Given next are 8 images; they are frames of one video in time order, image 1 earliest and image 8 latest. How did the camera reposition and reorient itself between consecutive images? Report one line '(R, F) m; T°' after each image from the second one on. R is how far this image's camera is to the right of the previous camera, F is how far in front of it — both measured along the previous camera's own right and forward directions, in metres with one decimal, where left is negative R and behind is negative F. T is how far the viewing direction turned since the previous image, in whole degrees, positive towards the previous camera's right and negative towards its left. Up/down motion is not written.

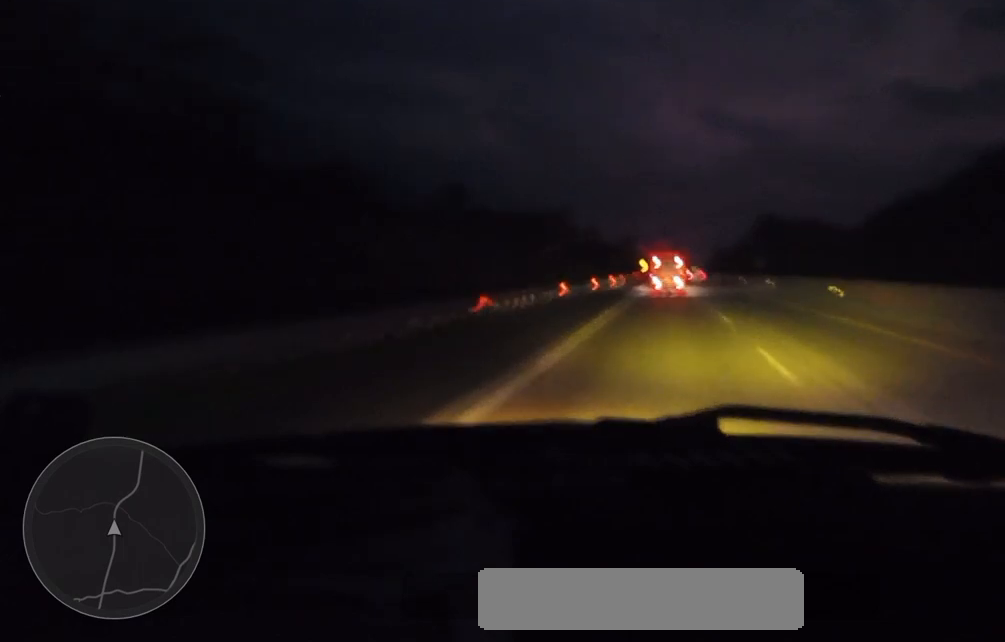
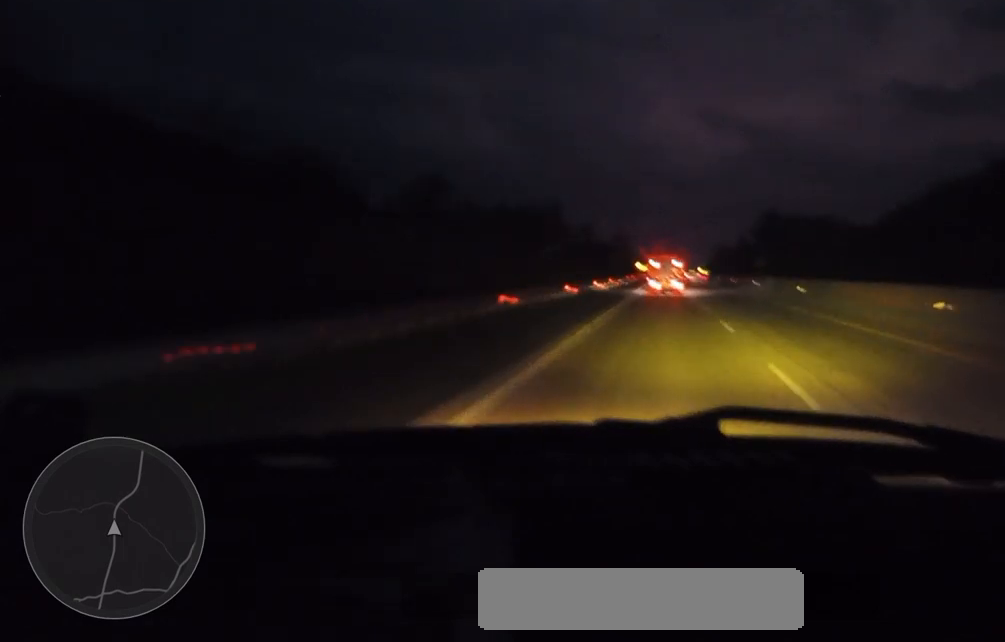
(0.0, +15.8) m; 0°
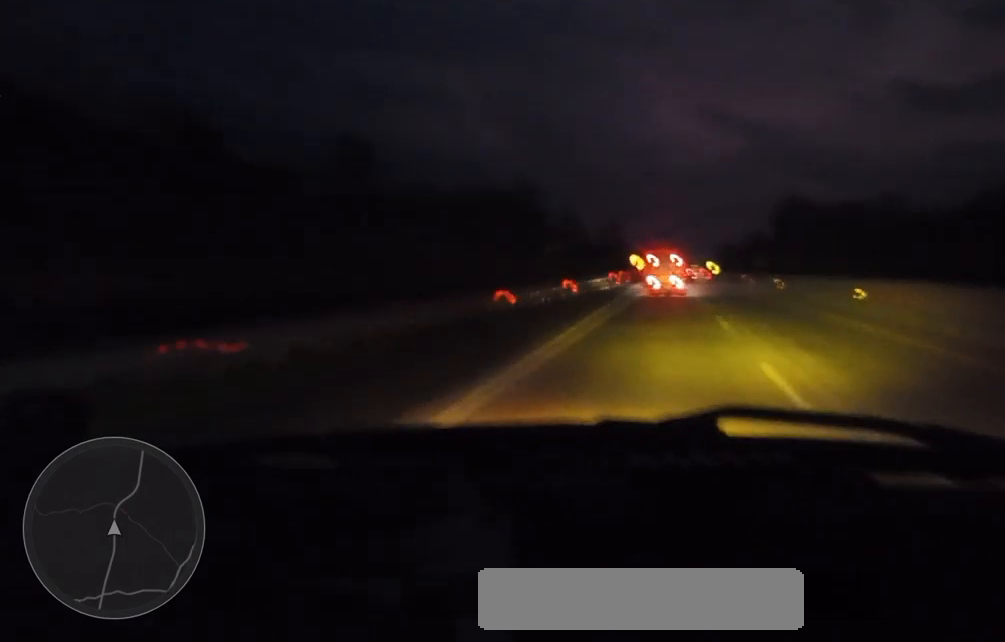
(0.0, +38.5) m; 0°
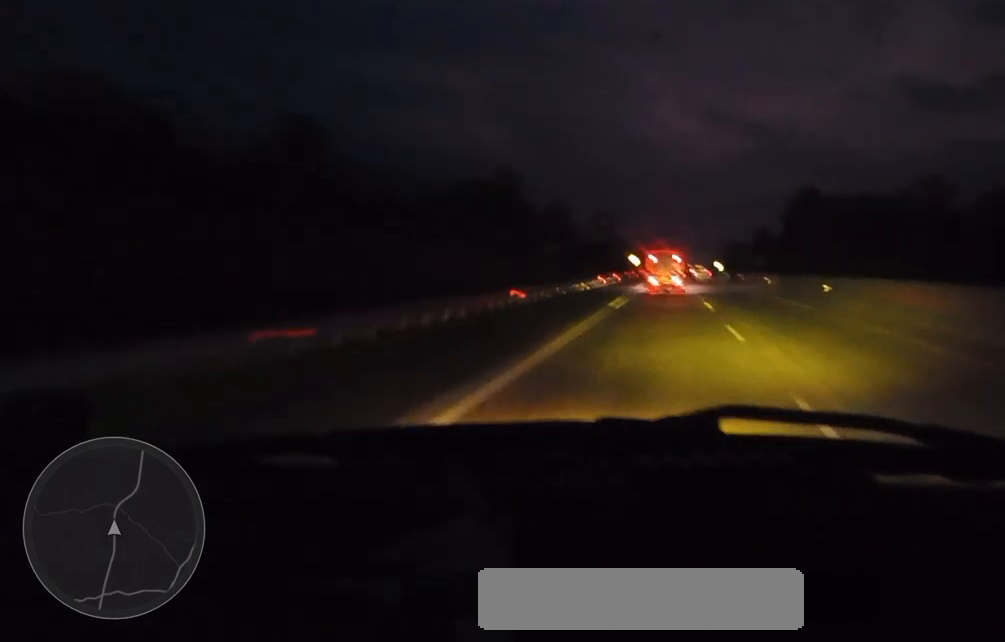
(0.0, +19.0) m; 0°
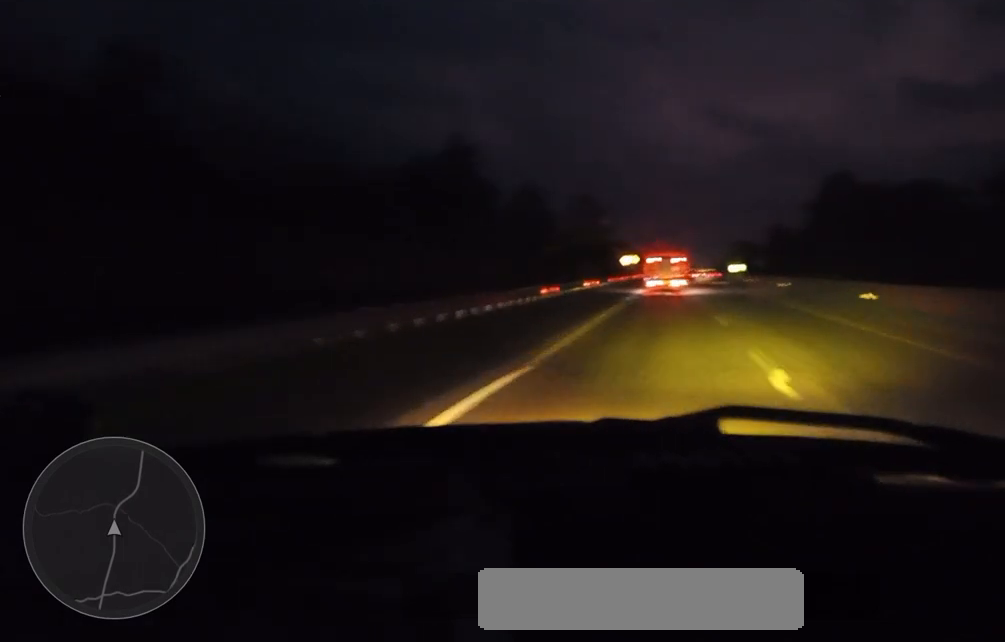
(0.0, +32.7) m; 0°
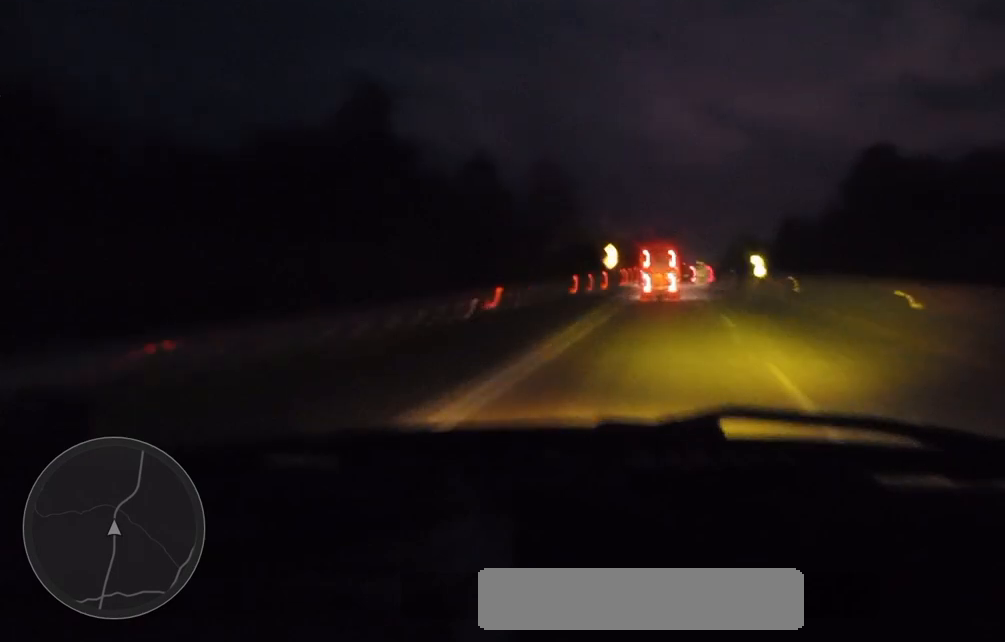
(0.0, +30.7) m; 0°
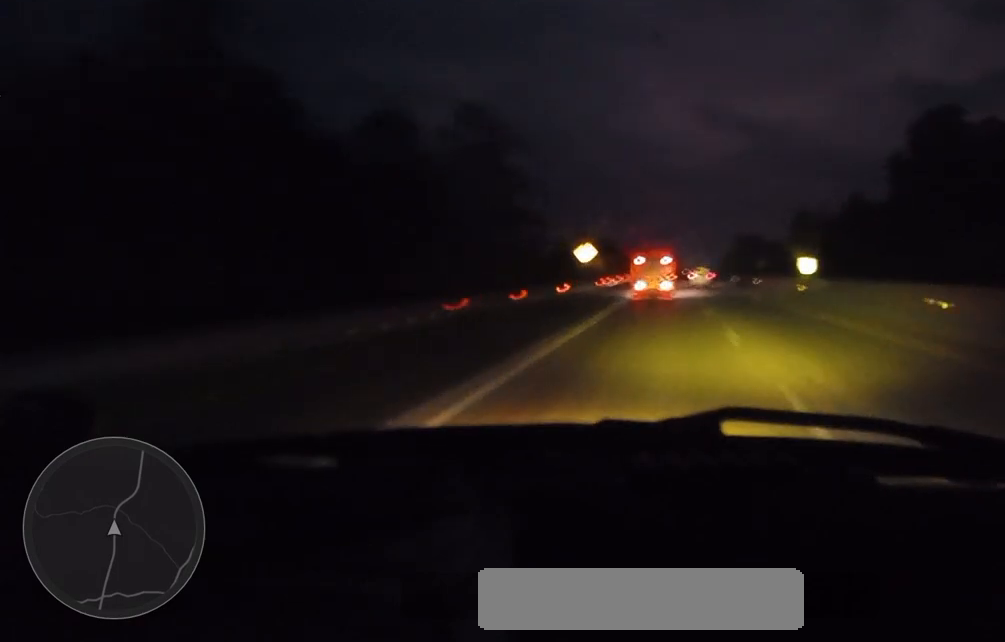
(0.0, +28.2) m; 0°
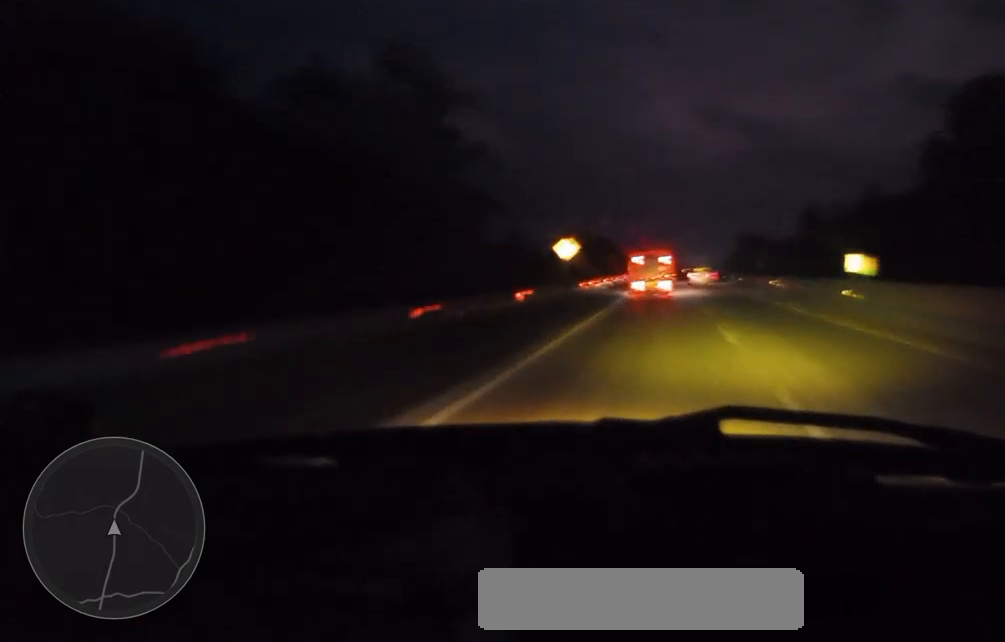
(0.0, +12.7) m; 0°
